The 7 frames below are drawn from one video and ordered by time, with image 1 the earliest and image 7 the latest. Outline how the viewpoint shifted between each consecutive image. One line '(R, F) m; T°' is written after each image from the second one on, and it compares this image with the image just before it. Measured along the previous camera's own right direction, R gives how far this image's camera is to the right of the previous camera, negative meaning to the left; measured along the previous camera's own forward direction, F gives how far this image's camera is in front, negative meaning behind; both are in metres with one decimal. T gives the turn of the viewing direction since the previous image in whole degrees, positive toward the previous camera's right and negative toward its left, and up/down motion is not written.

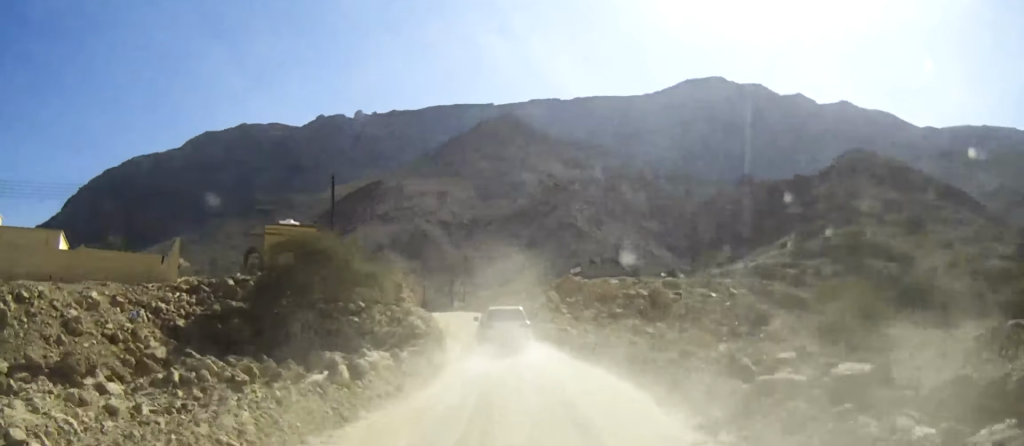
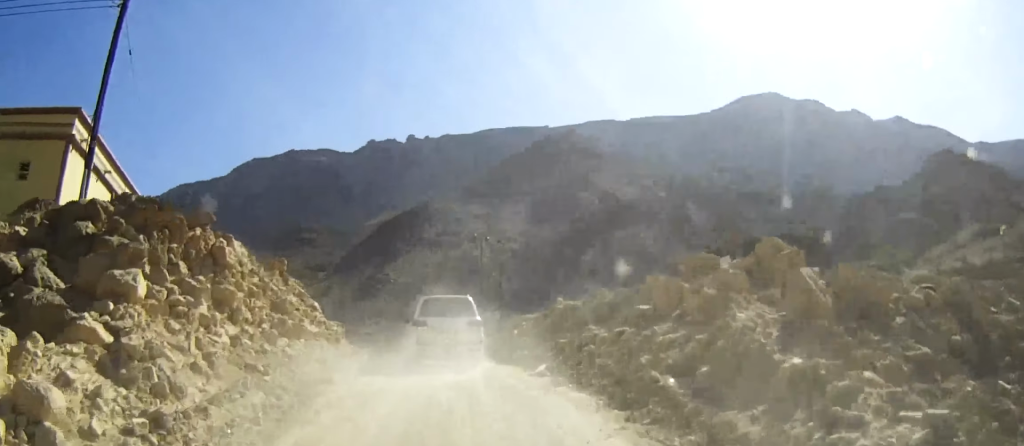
(-0.4, +29.3) m; -4°
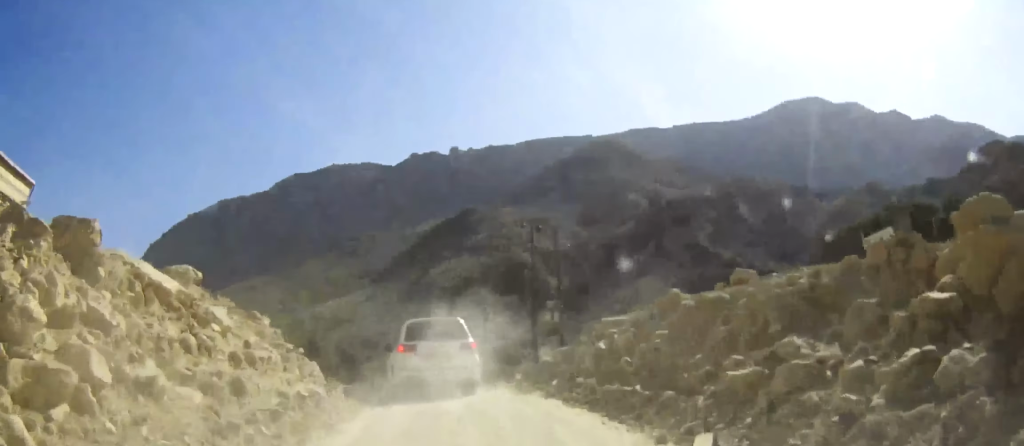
(-0.4, +11.6) m; -4°
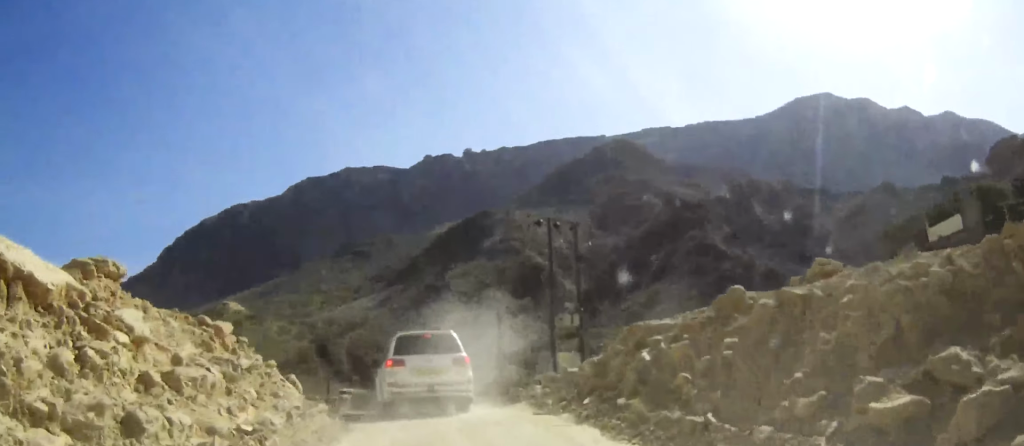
(0.0, +3.5) m; -1°
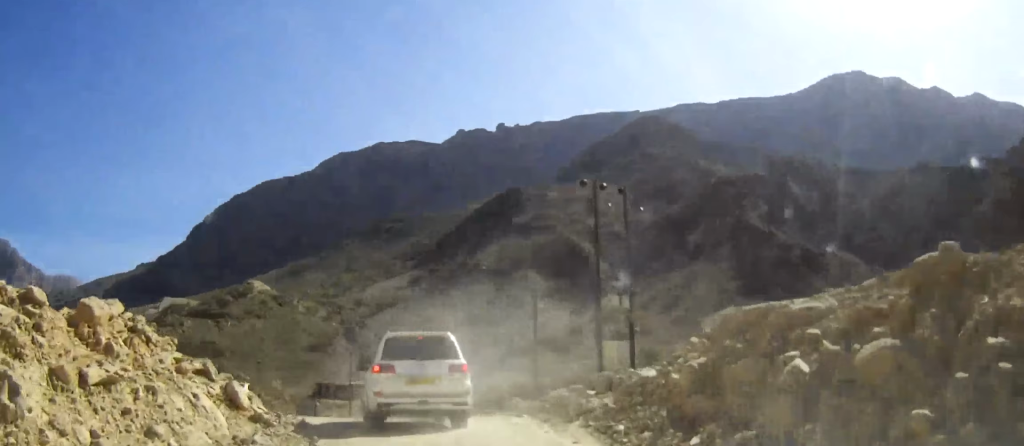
(-0.1, +5.7) m; -3°
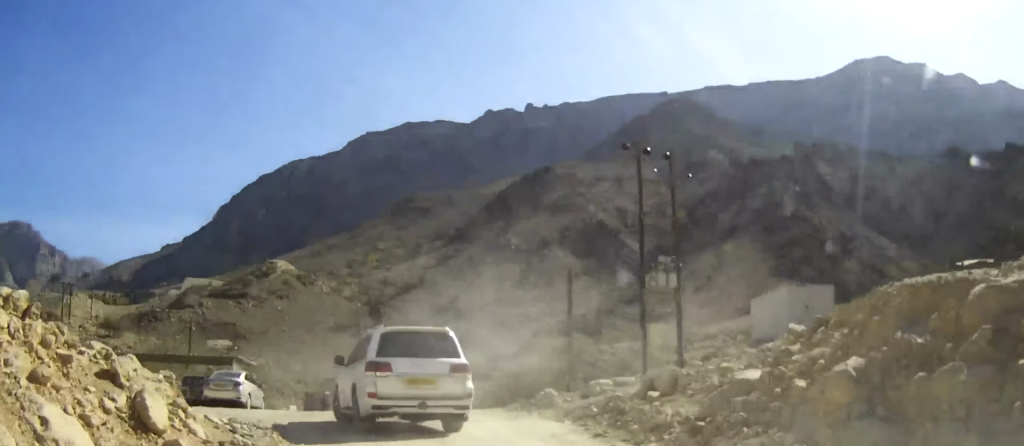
(-0.1, +4.1) m; -2°
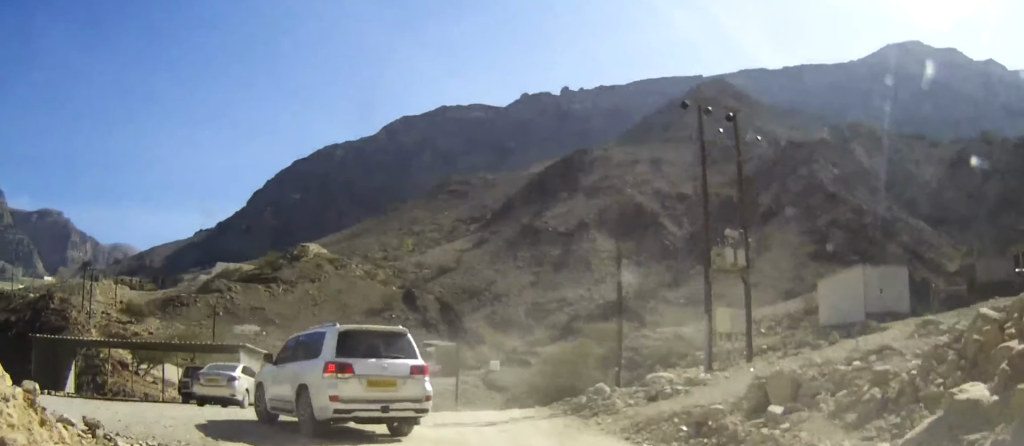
(-0.1, +4.5) m; -1°
